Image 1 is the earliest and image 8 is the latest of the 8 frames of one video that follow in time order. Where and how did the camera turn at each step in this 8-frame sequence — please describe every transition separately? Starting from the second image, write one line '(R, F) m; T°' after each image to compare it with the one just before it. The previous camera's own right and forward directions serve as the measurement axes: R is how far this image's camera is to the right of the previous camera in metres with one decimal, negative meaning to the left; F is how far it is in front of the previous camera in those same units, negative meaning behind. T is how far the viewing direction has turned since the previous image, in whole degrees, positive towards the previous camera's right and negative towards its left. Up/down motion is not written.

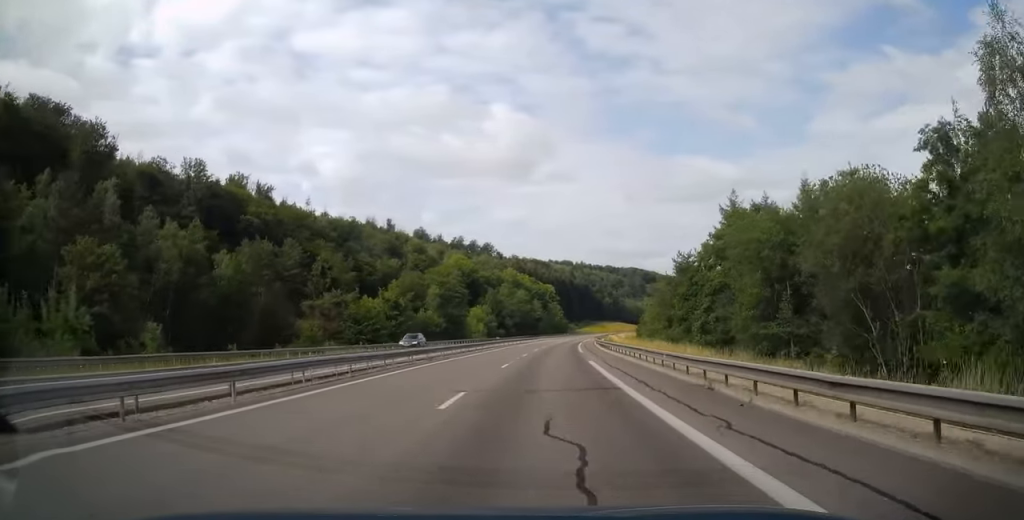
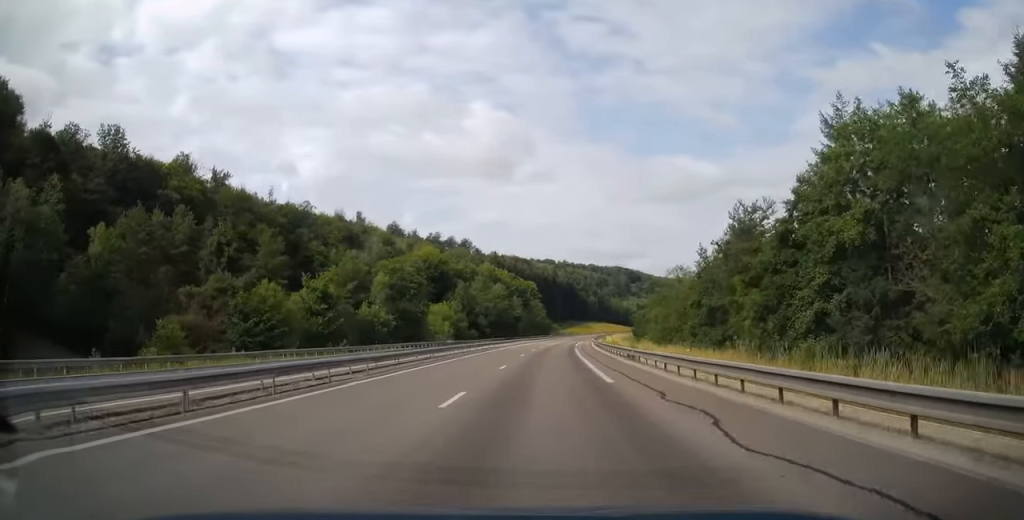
(+0.4, +25.6) m; +1°
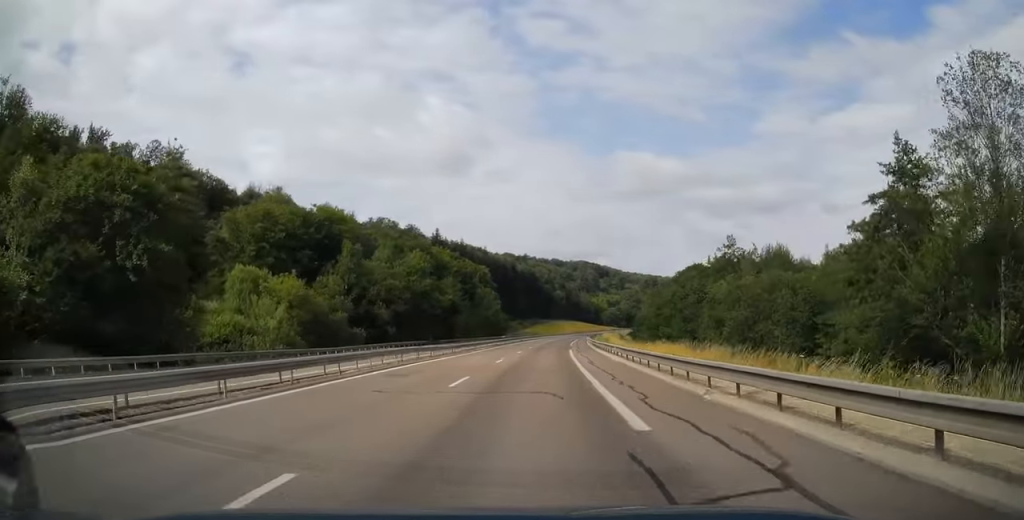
(+2.0, +61.0) m; +4°
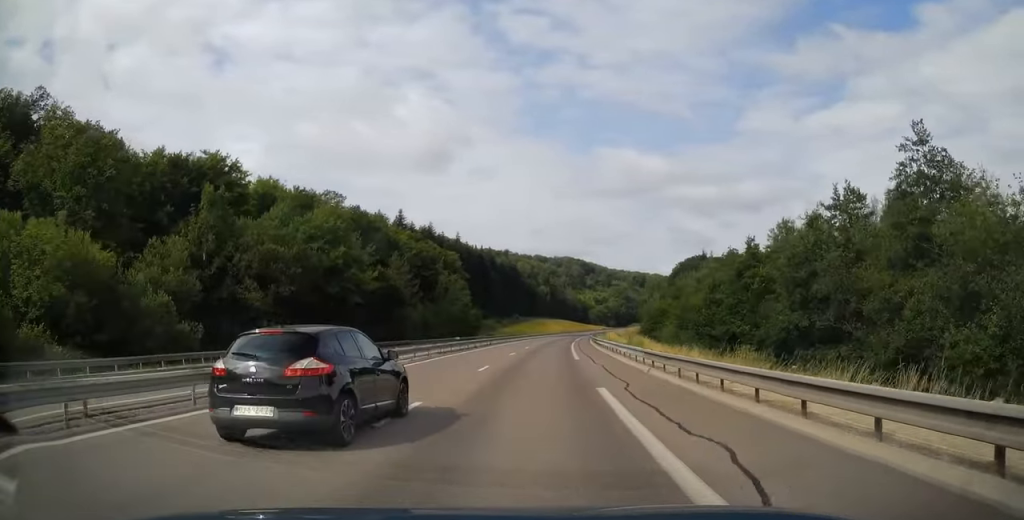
(+0.3, +32.9) m; +2°
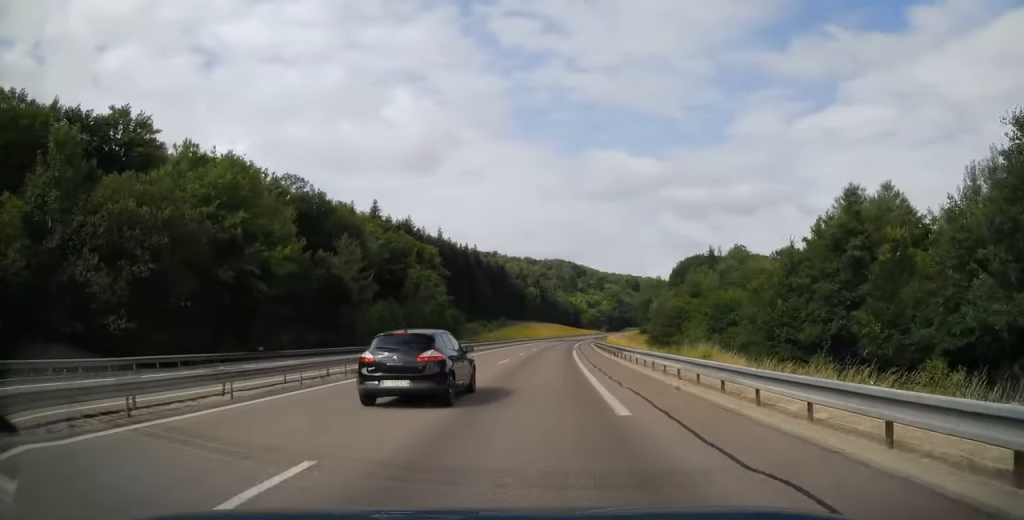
(+0.2, +18.2) m; +1°
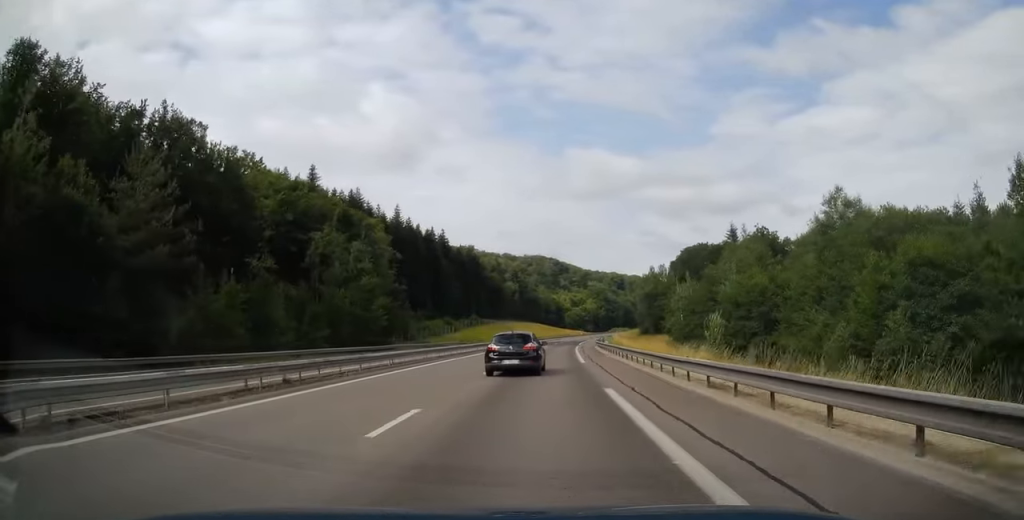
(+0.6, +34.4) m; +2°
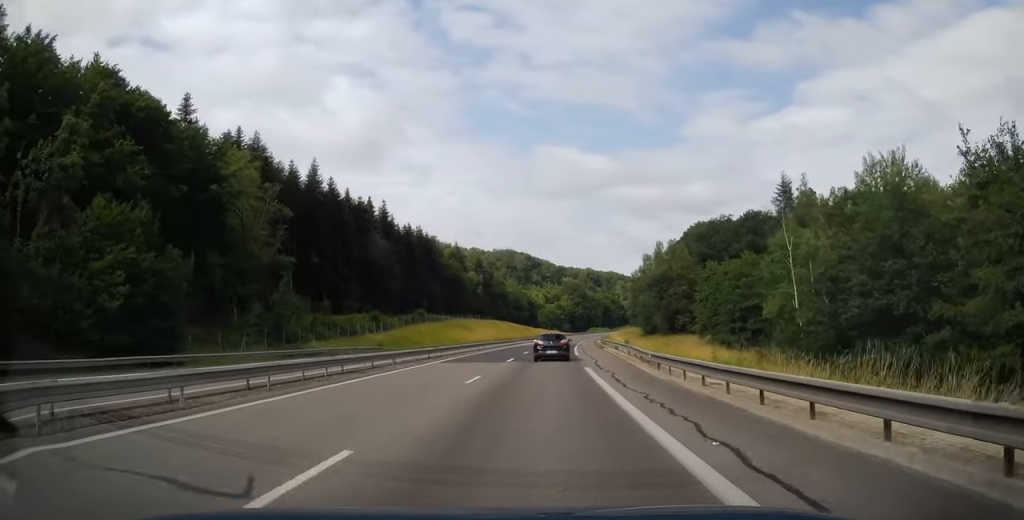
(+0.8, +43.2) m; +2°
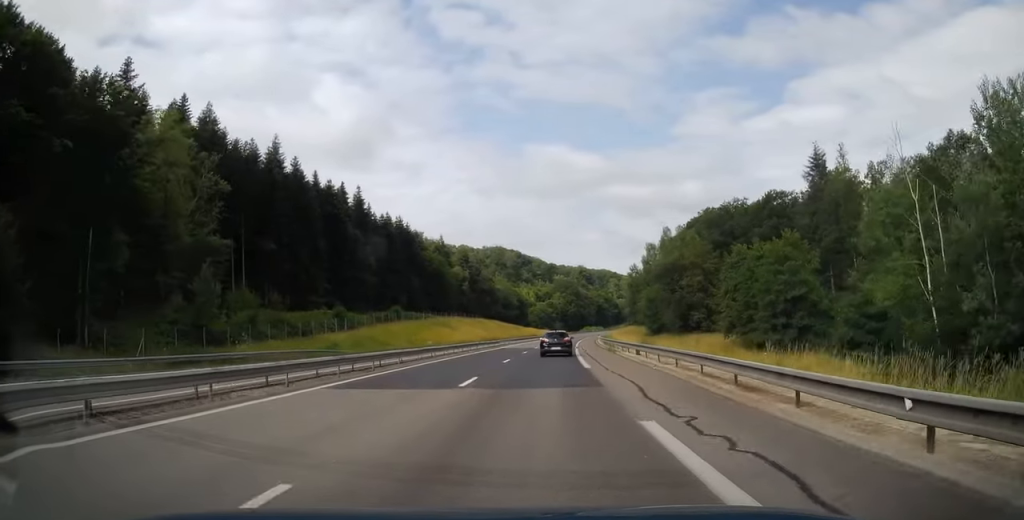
(-0.1, +14.7) m; +1°
